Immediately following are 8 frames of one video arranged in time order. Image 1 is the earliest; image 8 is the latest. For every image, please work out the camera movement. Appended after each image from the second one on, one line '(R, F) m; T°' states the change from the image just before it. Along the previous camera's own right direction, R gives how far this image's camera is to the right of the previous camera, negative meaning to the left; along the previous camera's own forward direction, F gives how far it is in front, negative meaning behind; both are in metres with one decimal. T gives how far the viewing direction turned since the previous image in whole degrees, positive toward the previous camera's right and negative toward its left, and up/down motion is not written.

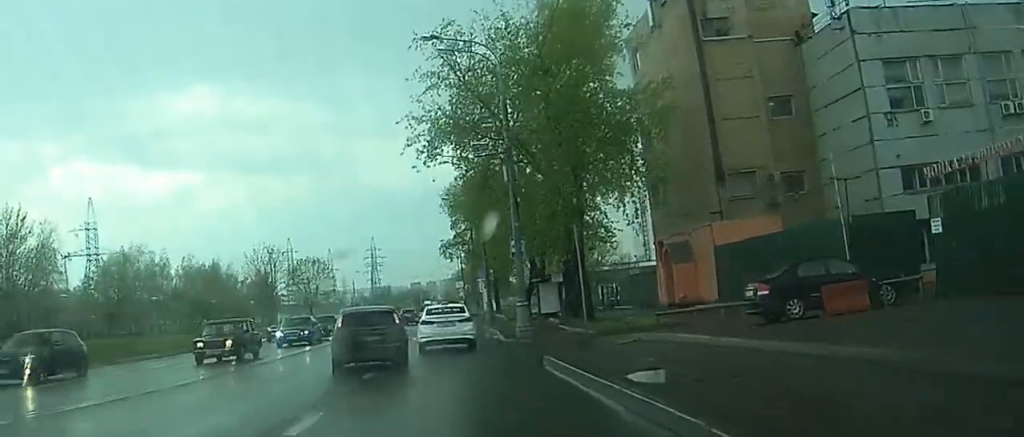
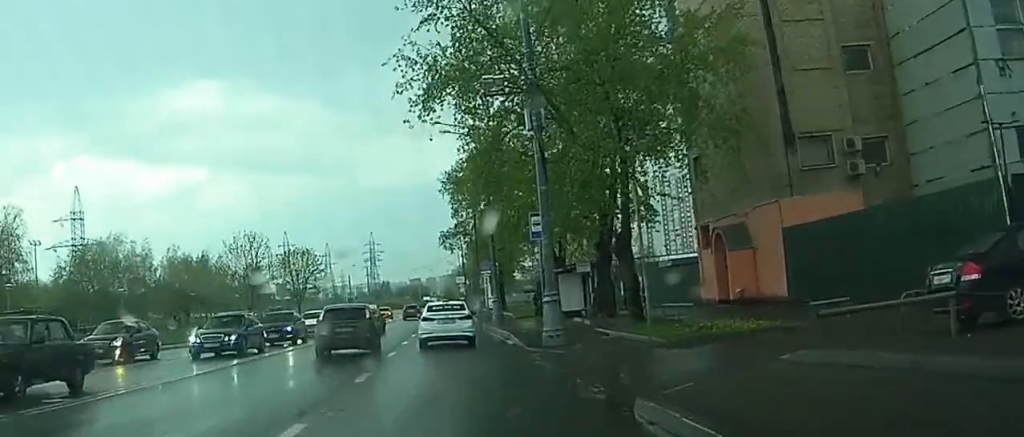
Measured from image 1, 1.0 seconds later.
(0.0, +5.8) m; 0°
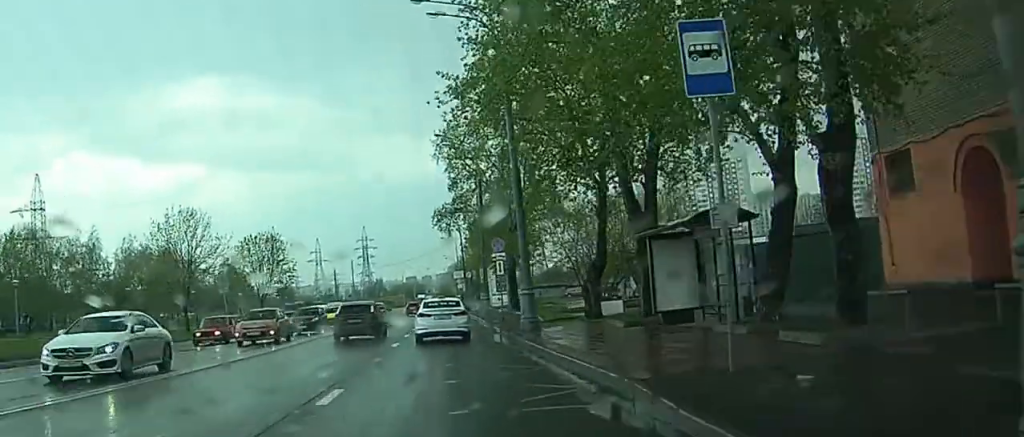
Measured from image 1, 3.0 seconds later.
(-0.1, +17.5) m; -2°
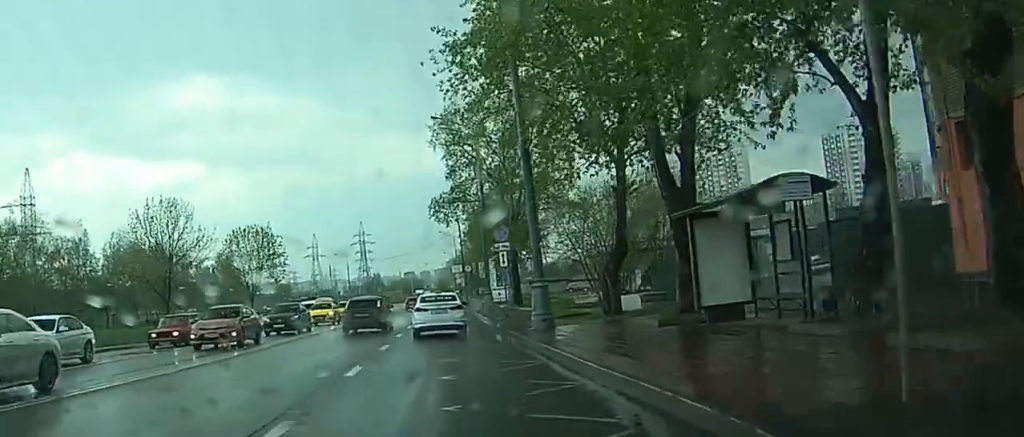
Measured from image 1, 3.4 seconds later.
(0.0, +4.7) m; -1°
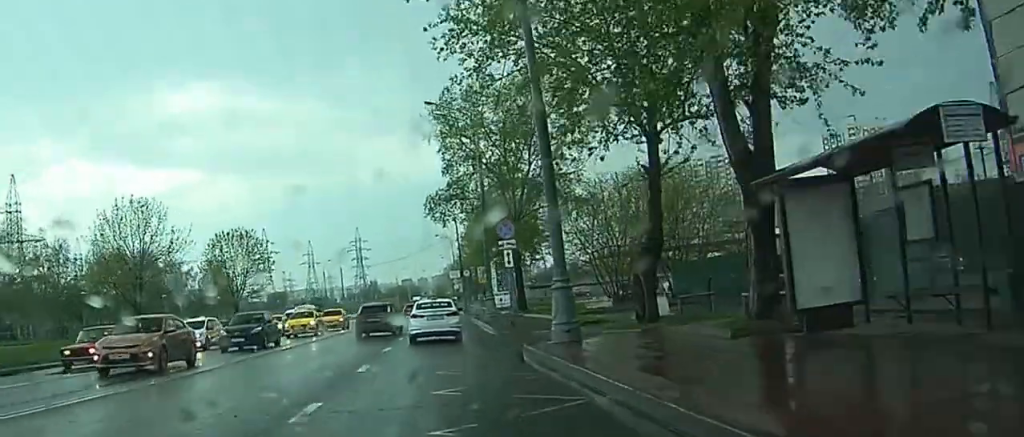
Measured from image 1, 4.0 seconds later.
(-0.1, +6.9) m; -1°
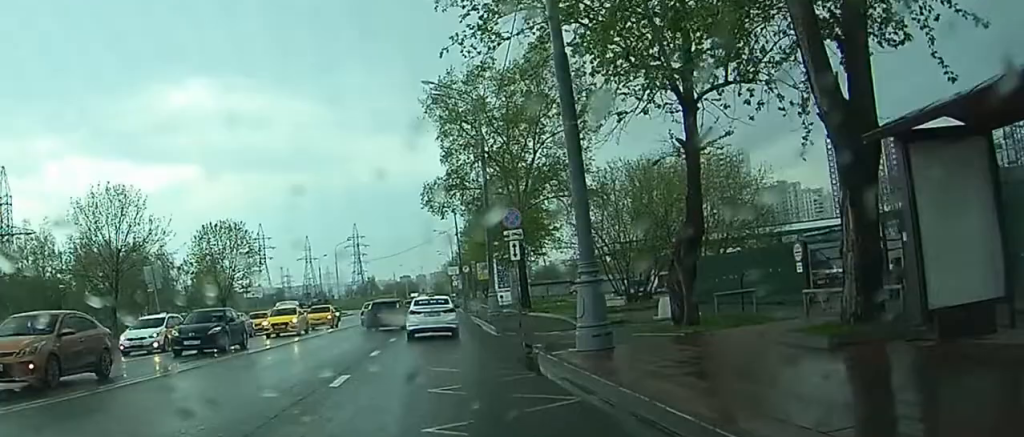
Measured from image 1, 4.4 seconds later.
(-0.1, +5.9) m; -1°
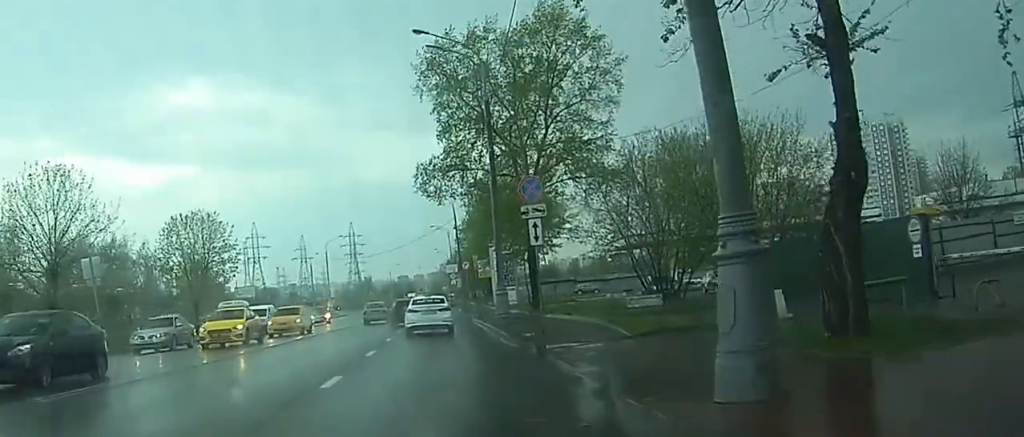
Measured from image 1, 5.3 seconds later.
(-0.2, +14.3) m; -9°
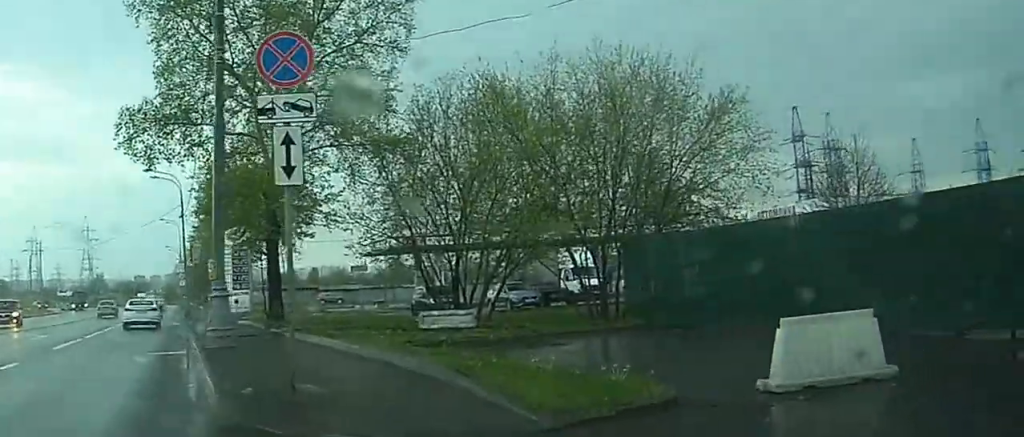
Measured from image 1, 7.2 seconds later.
(0.0, +14.0) m; +36°
